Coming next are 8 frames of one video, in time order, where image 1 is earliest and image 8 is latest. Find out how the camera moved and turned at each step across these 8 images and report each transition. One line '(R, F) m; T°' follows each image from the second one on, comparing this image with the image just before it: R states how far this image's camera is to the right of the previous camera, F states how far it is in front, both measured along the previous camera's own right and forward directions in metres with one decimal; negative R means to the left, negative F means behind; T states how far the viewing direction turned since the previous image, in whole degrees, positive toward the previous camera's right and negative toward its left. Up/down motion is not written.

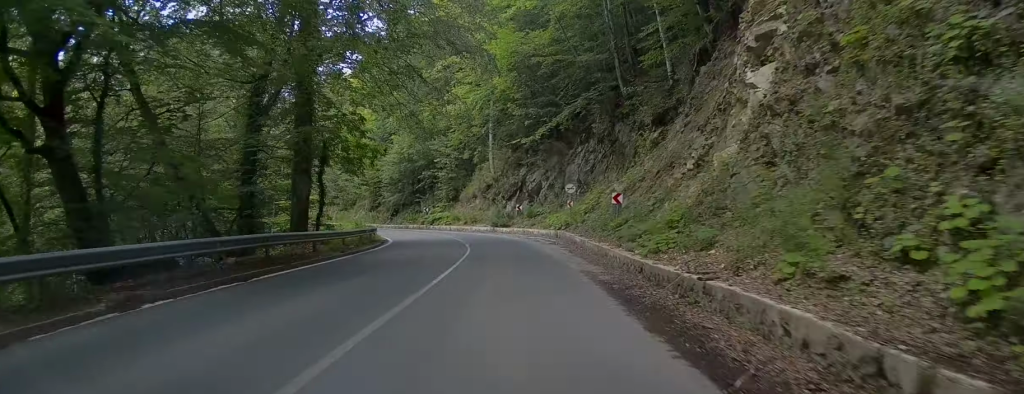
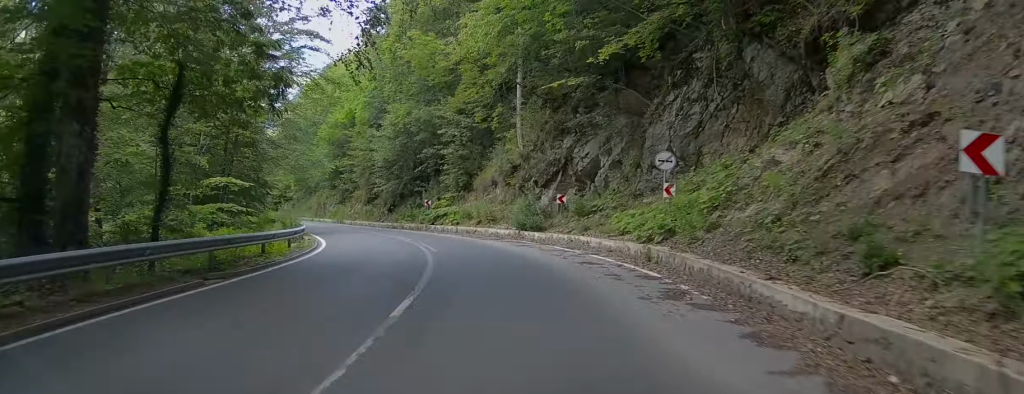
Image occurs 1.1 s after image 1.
(-0.2, +19.5) m; -2°
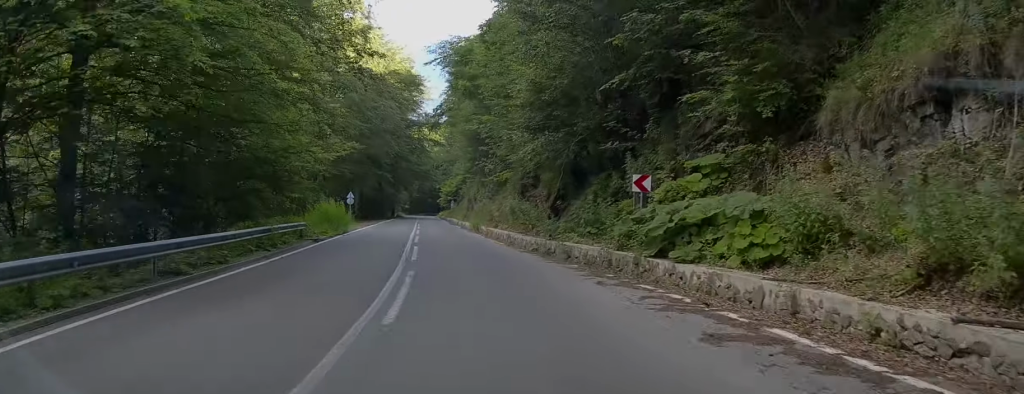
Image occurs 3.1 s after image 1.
(-1.3, +31.6) m; -6°
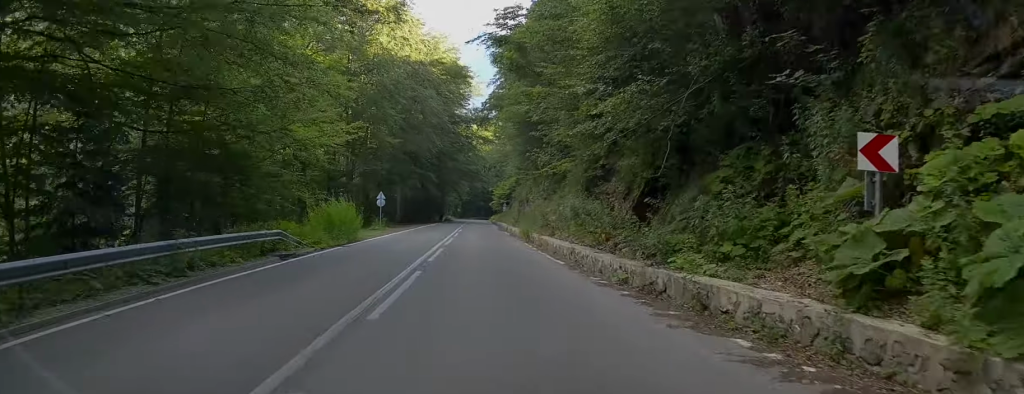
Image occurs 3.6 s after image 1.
(-0.1, +8.7) m; -2°
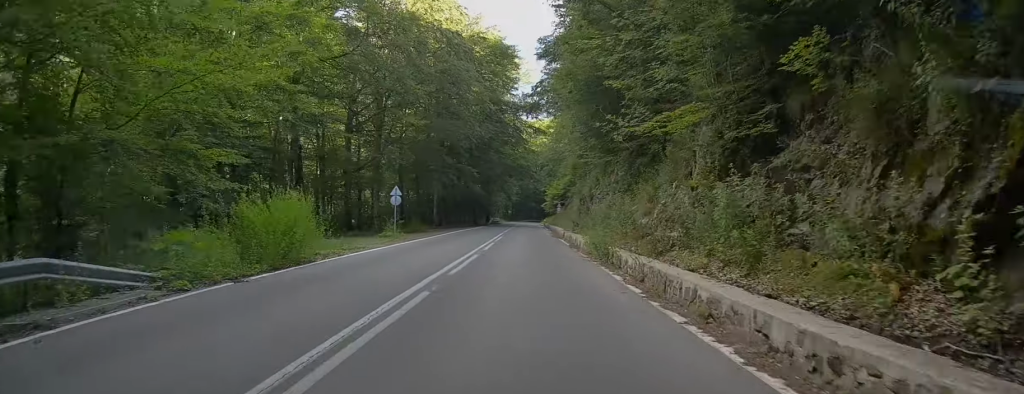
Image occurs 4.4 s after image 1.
(-0.4, +12.3) m; -4°
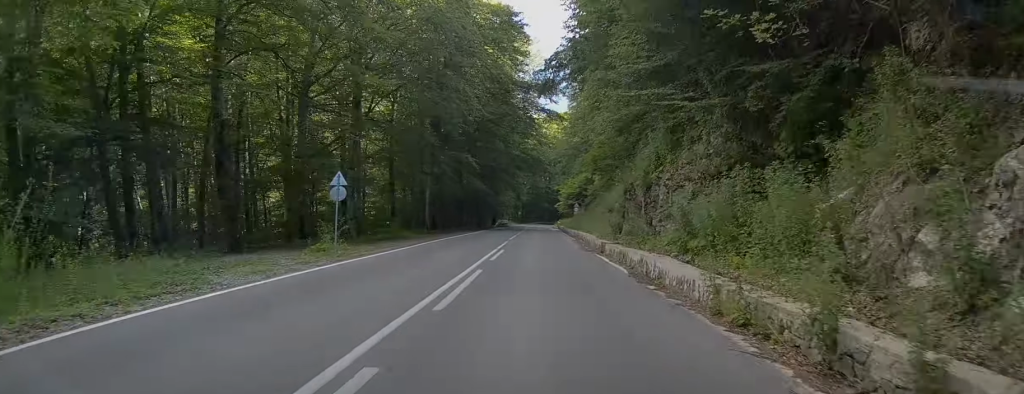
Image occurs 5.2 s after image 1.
(-0.5, +13.3) m; -3°
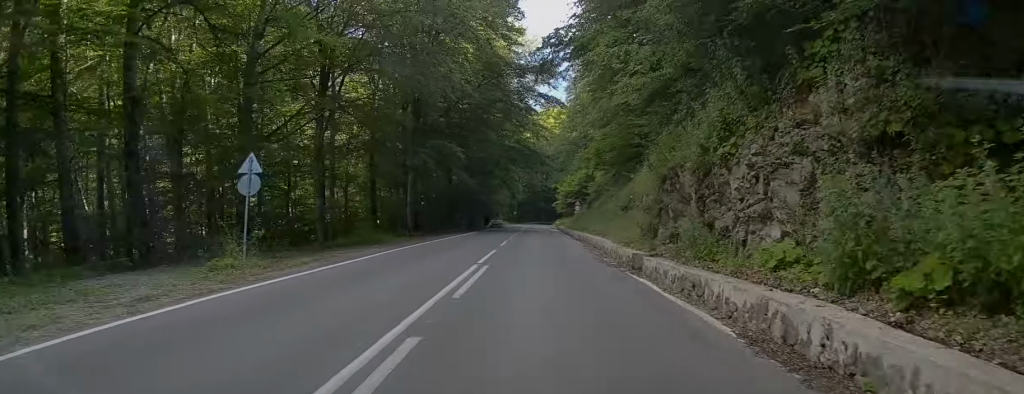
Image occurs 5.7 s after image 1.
(-0.2, +7.4) m; -2°
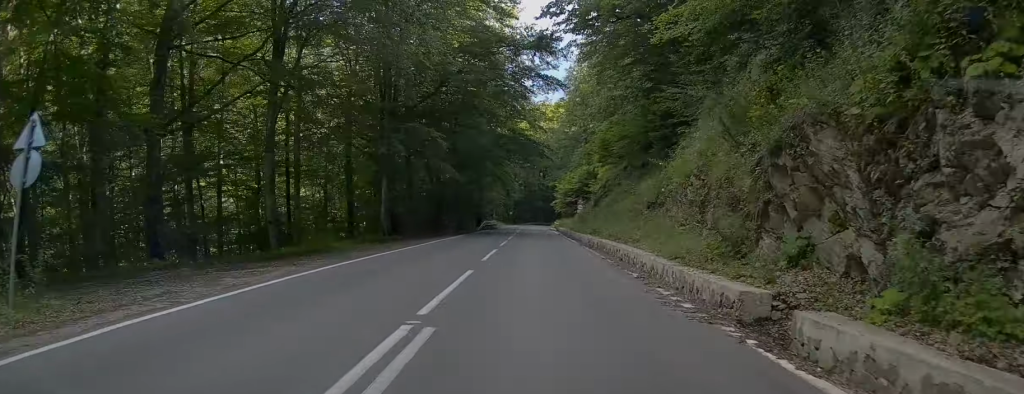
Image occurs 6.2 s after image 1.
(-0.1, +7.8) m; -1°
